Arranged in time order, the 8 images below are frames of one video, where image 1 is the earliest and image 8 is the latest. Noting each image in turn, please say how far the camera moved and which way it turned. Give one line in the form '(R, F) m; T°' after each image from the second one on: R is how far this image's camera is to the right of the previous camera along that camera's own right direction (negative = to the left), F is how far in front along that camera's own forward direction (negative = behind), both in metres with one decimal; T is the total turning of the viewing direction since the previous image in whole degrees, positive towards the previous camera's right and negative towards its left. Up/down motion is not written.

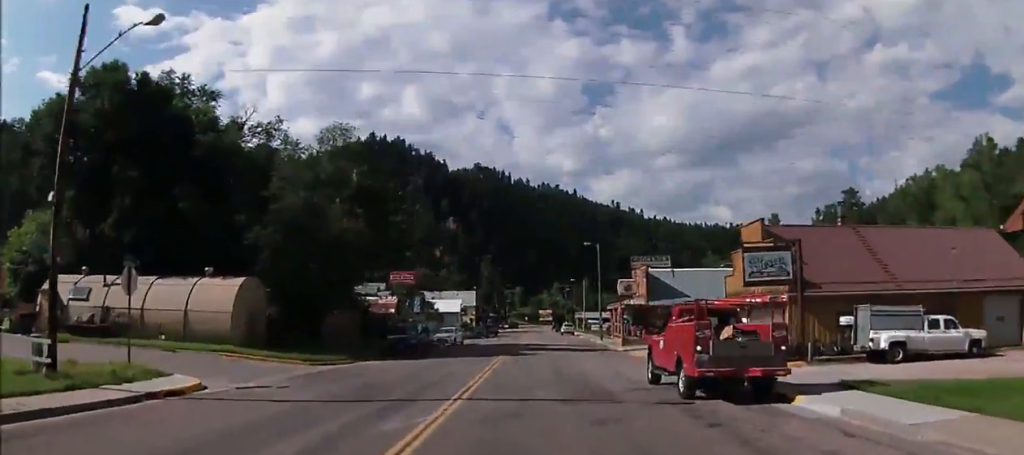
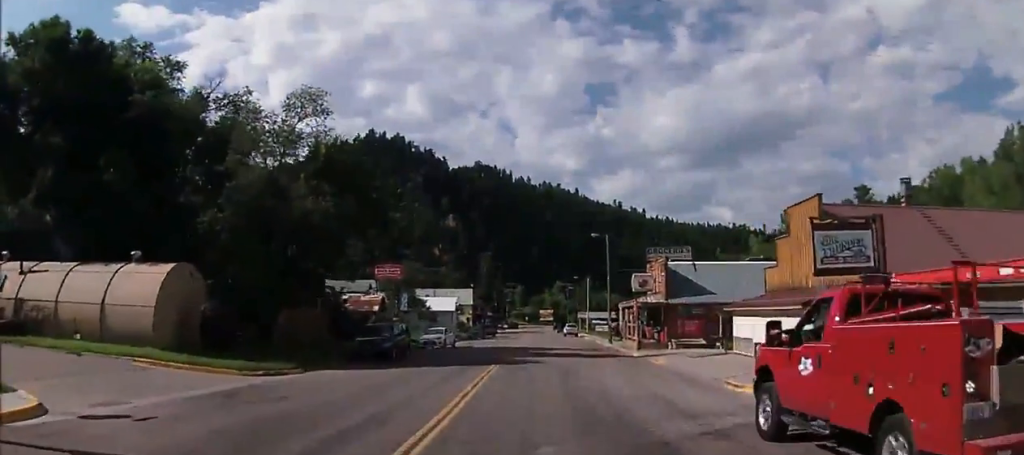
(+0.1, +7.1) m; 0°
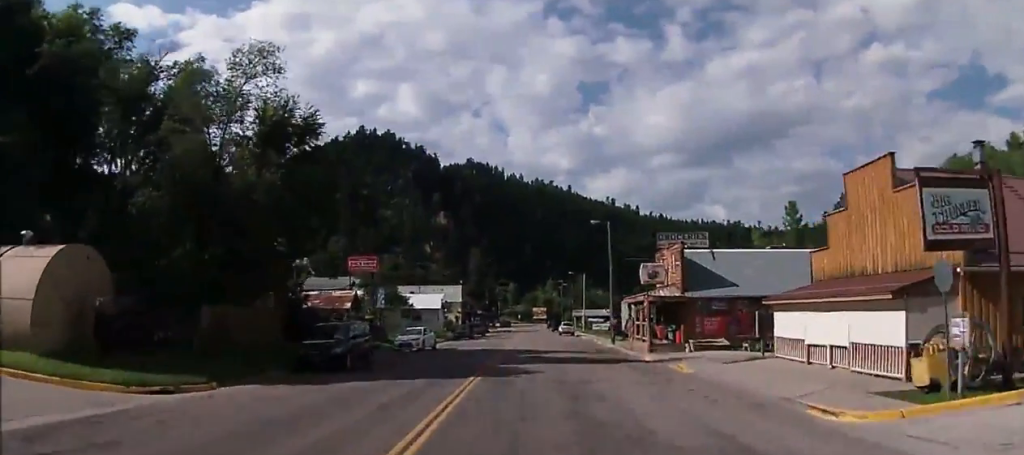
(0.0, +6.7) m; -2°
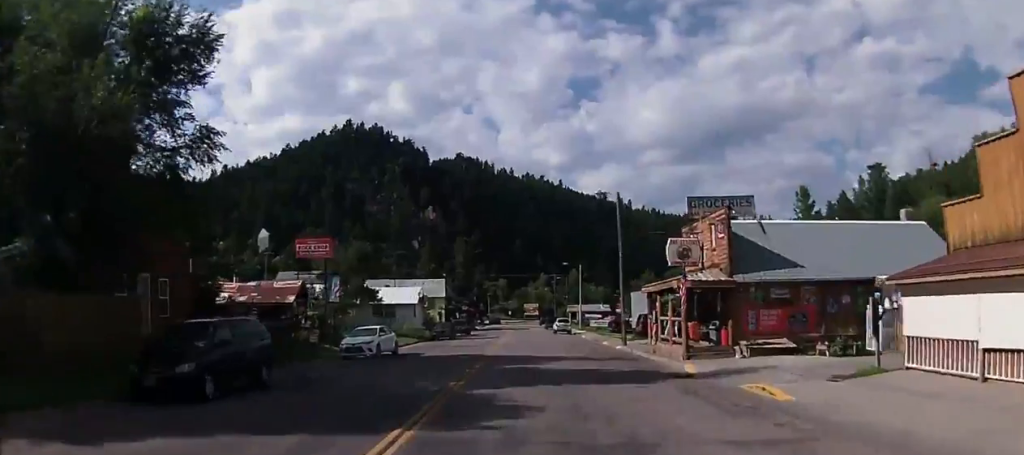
(-0.3, +9.8) m; +3°
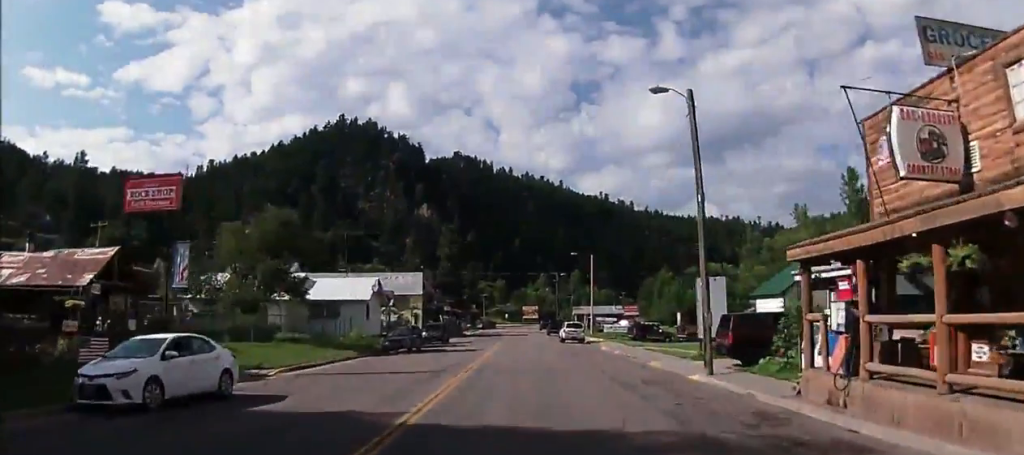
(+0.6, +18.9) m; 0°
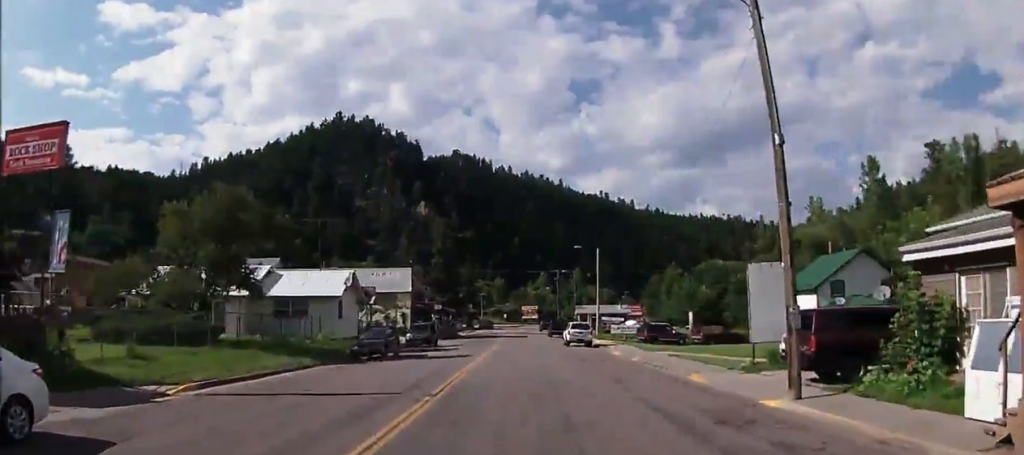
(0.0, +6.9) m; 0°
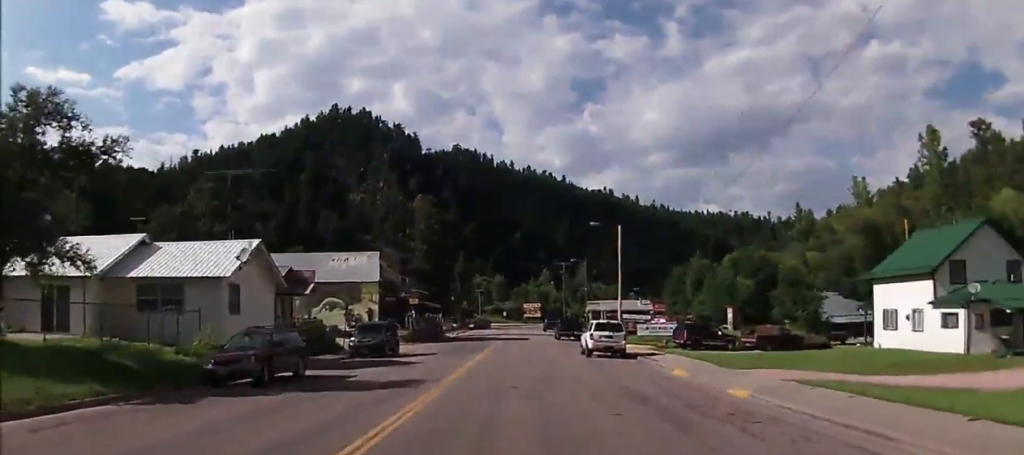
(-0.5, +15.7) m; -1°
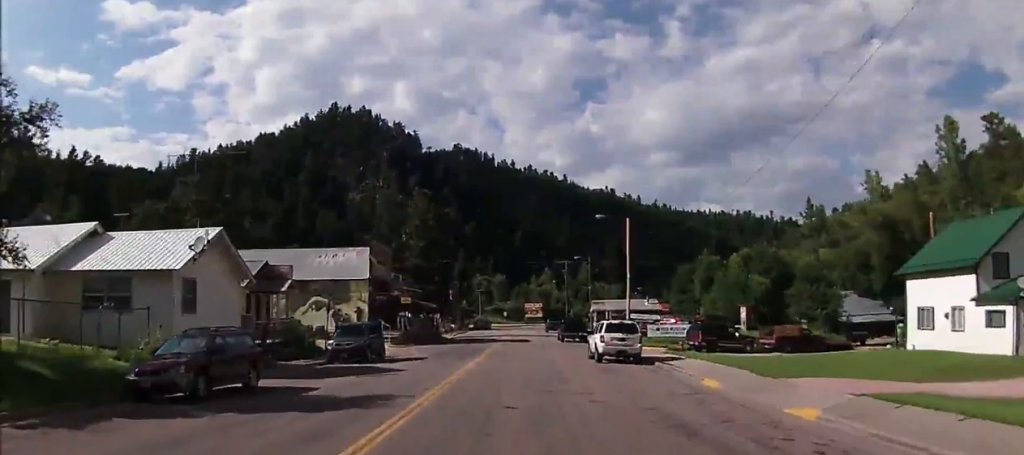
(-0.1, +3.9) m; +1°
